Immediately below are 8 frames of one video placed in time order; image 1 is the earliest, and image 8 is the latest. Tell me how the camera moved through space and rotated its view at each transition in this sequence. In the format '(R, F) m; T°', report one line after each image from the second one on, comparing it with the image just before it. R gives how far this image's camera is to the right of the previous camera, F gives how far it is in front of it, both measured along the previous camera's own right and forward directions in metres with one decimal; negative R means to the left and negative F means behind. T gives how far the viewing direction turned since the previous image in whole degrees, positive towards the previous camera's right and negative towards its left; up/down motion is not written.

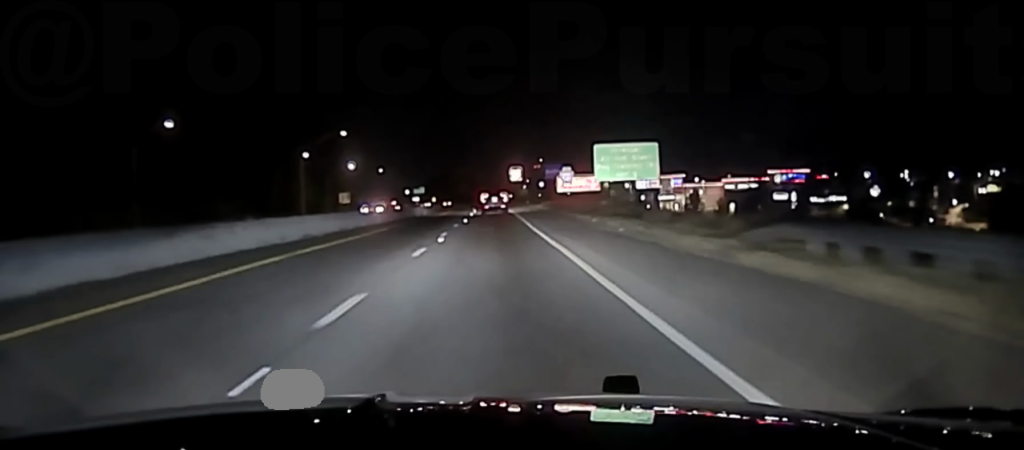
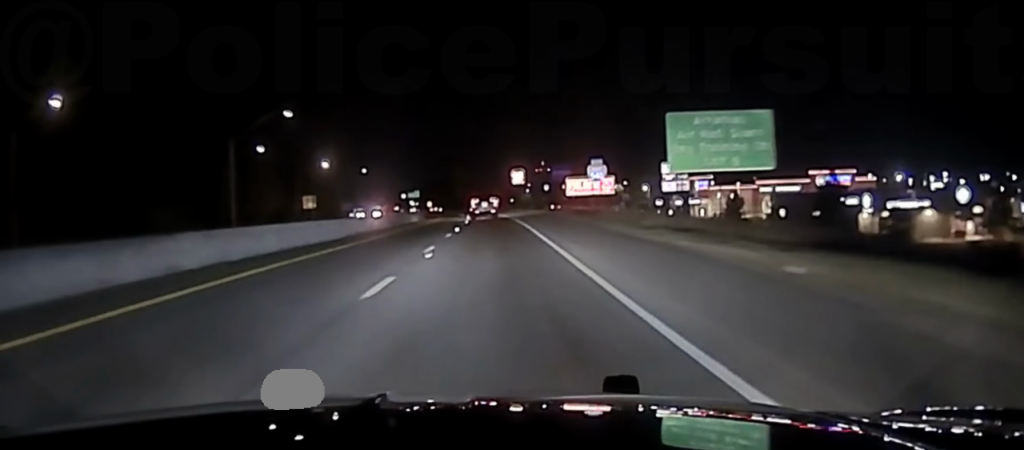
(-0.1, +31.8) m; 0°
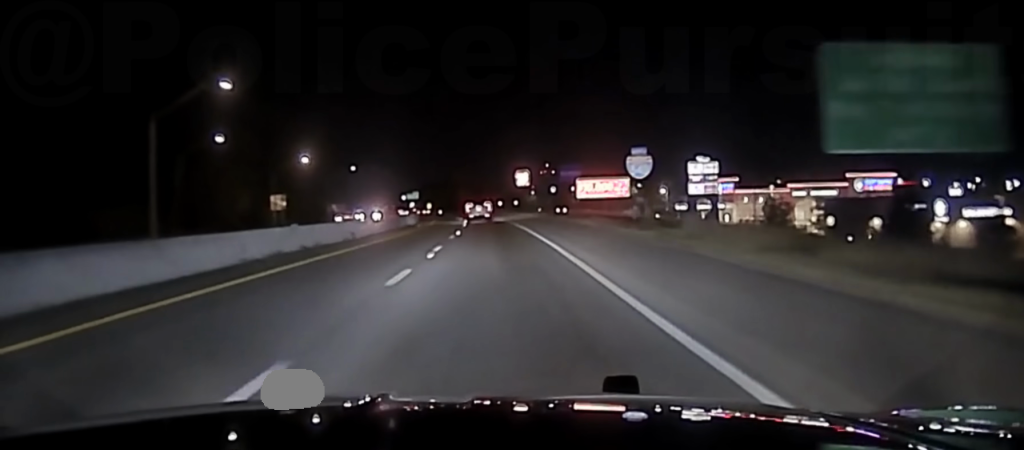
(+0.2, +22.0) m; 0°
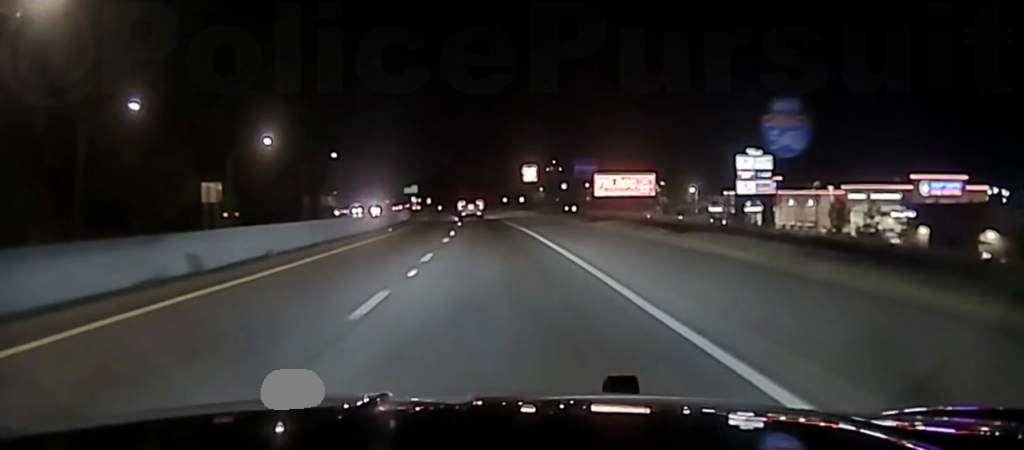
(-0.6, +30.6) m; -1°
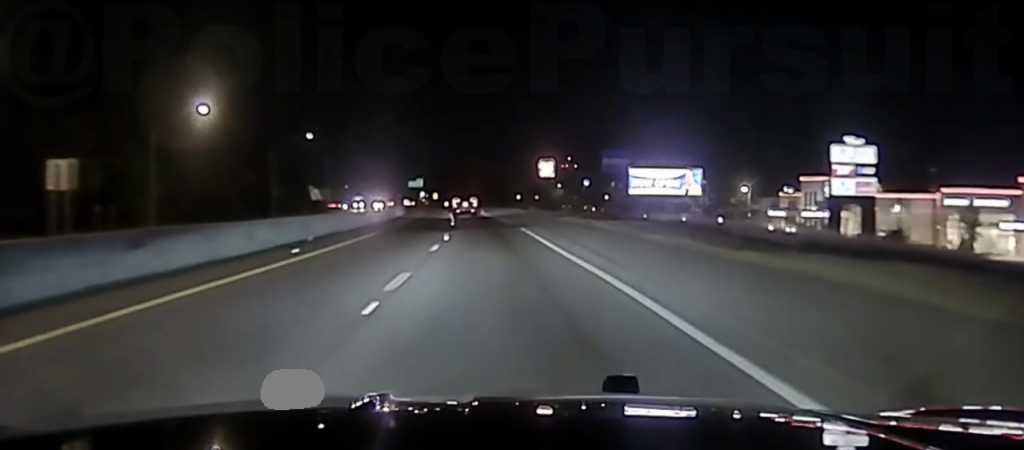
(+0.2, +33.7) m; -1°
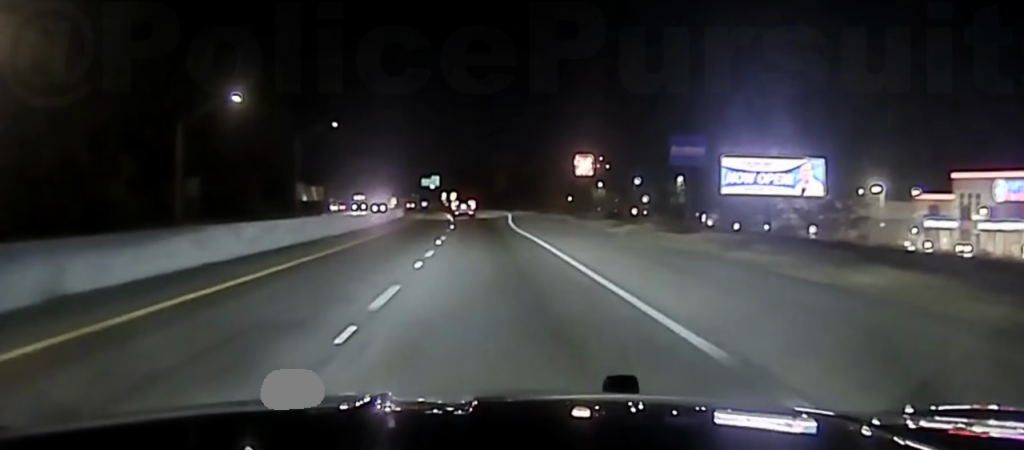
(-1.3, +50.3) m; -3°
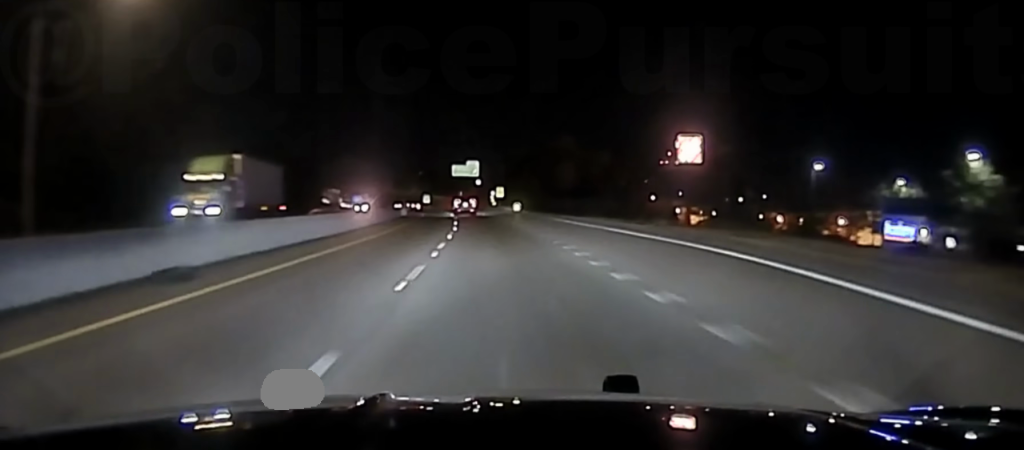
(-1.2, +92.3) m; -2°
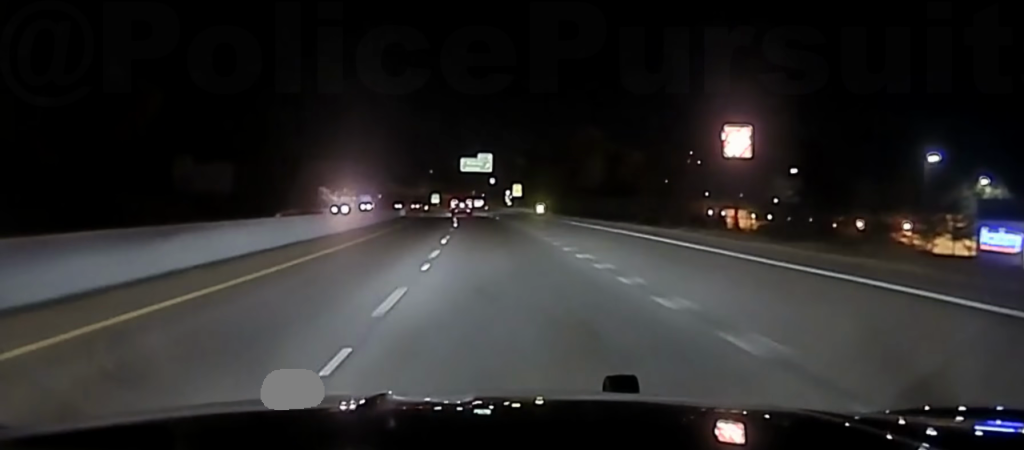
(-0.4, +30.0) m; -1°
